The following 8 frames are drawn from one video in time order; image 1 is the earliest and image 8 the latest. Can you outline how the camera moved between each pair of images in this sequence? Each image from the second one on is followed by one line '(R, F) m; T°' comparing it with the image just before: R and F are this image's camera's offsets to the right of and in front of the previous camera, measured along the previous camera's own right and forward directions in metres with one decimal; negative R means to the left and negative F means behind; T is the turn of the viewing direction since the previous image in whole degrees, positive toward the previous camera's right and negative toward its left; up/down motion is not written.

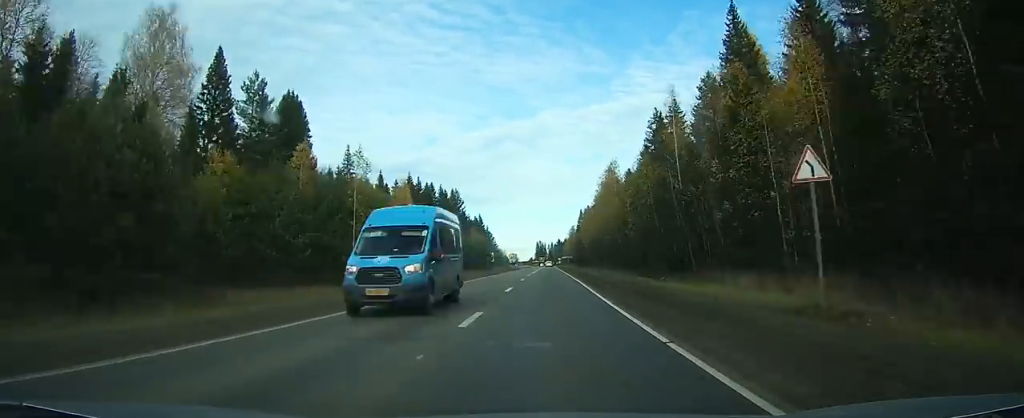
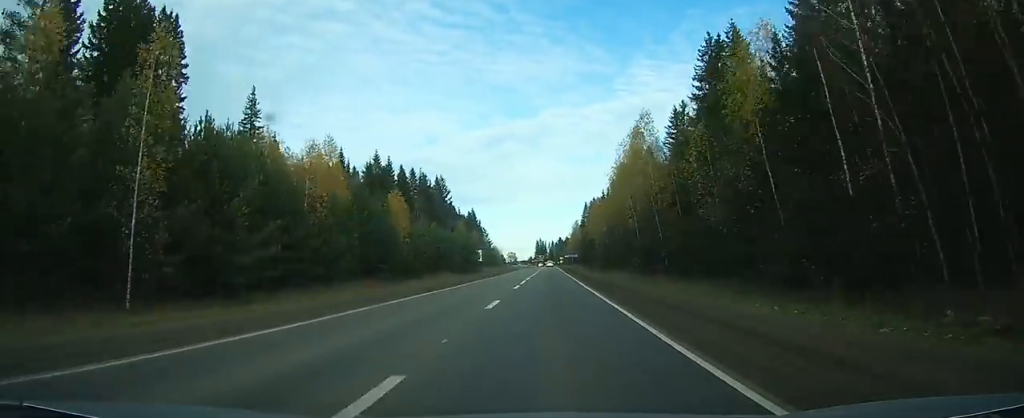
(0.0, +31.5) m; 0°
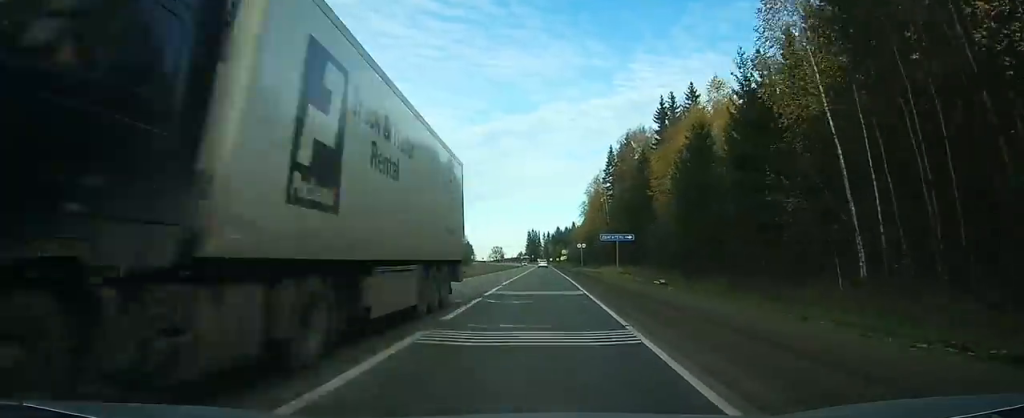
(+0.3, +116.0) m; +1°
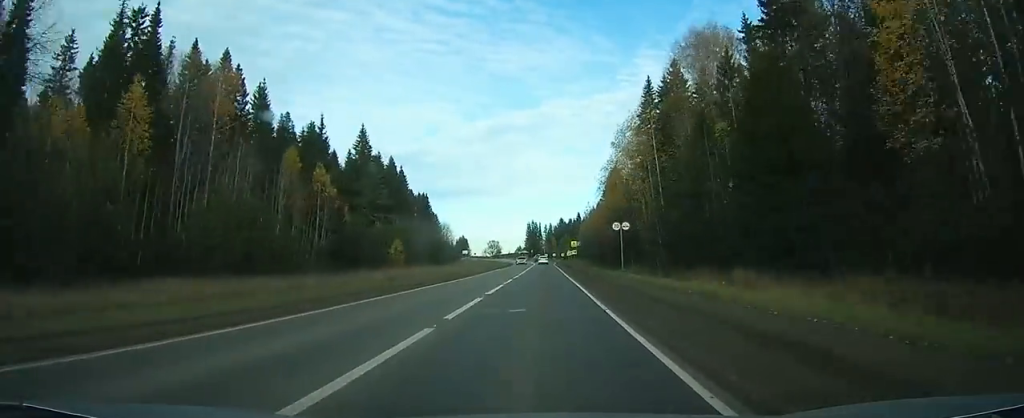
(+0.1, +48.1) m; 0°
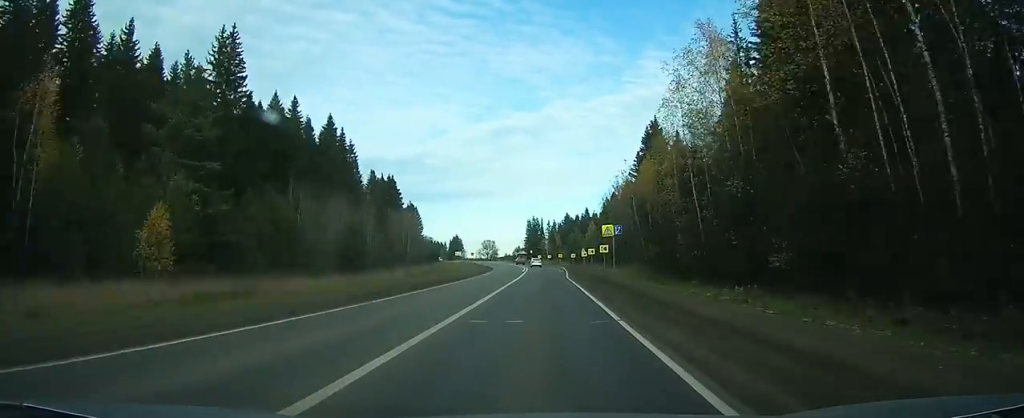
(+0.1, +56.6) m; 0°
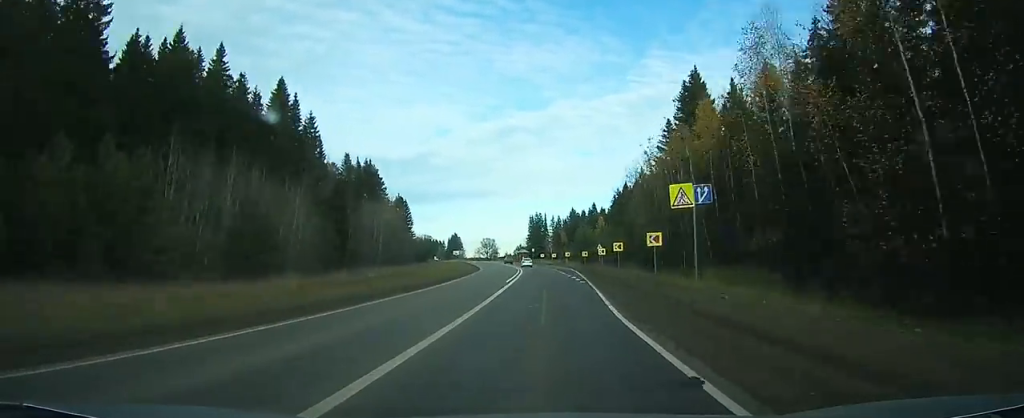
(0.0, +27.6) m; -1°
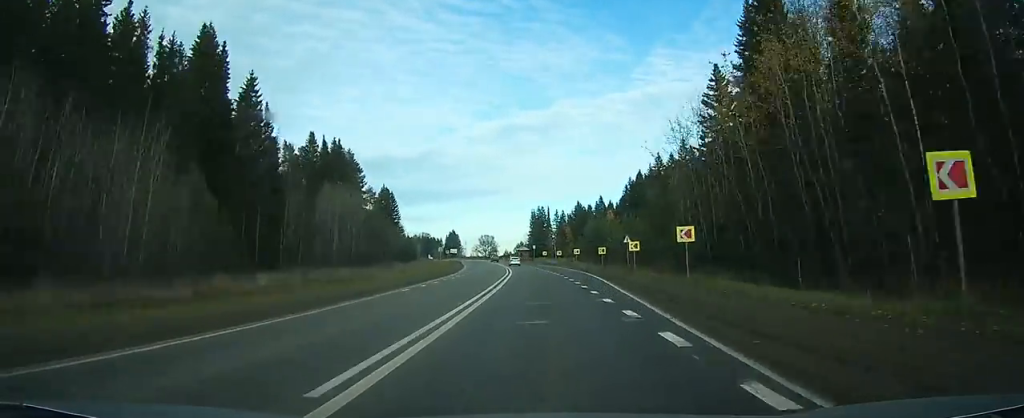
(-0.2, +26.4) m; -1°
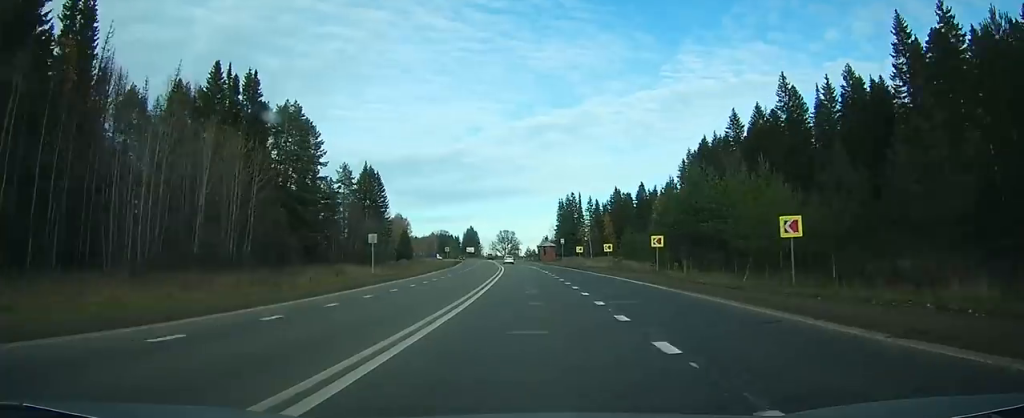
(-0.6, +50.8) m; -2°
